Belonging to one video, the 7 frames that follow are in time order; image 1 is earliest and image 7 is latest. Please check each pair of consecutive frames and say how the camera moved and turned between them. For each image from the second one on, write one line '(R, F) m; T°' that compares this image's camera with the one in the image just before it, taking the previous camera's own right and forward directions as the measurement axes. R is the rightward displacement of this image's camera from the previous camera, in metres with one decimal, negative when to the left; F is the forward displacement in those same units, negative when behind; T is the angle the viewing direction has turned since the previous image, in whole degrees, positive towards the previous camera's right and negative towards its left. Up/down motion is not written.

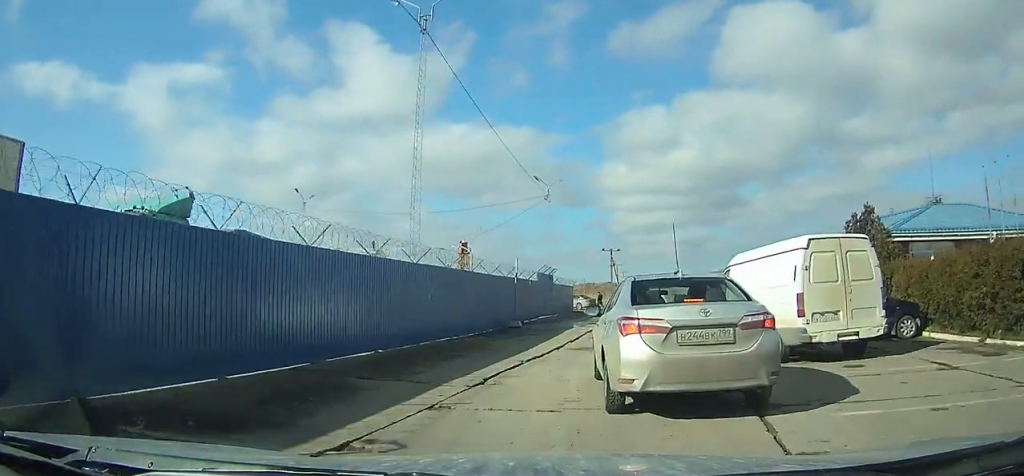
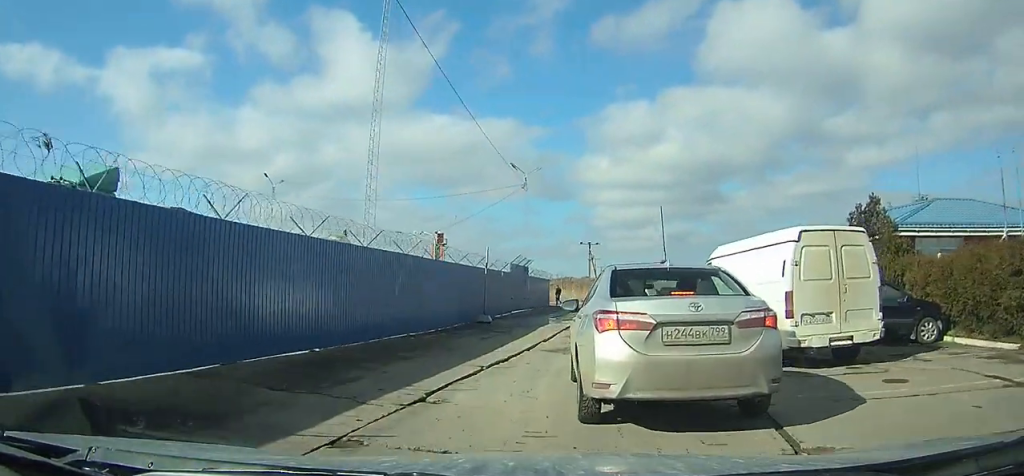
(0.0, +2.1) m; +1°
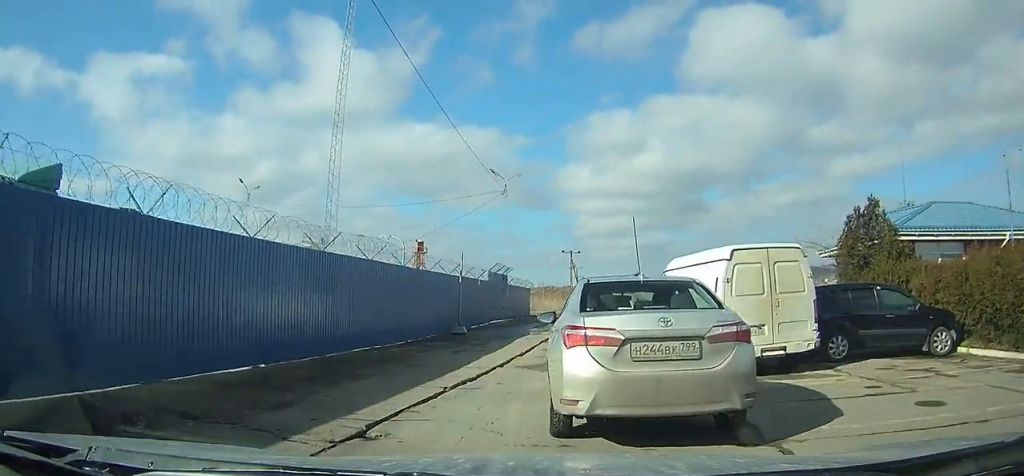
(0.0, +1.9) m; +2°
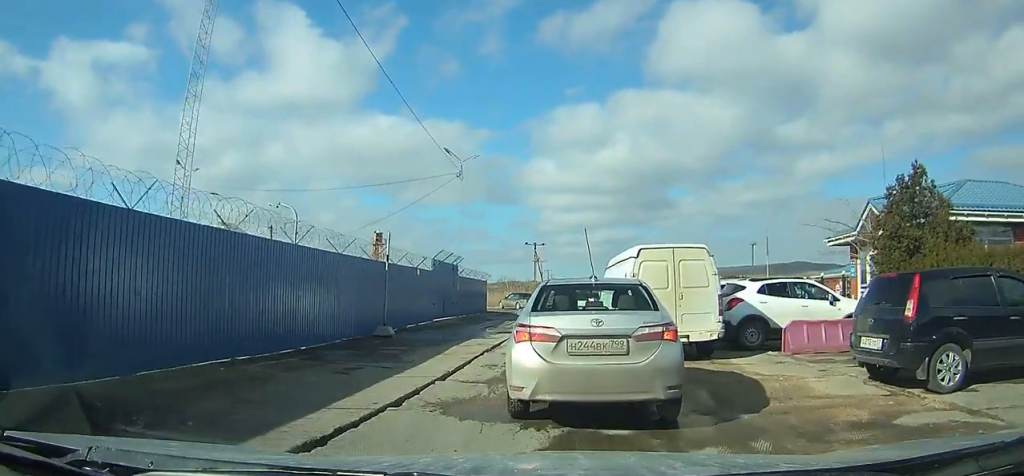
(+0.2, +4.9) m; +1°
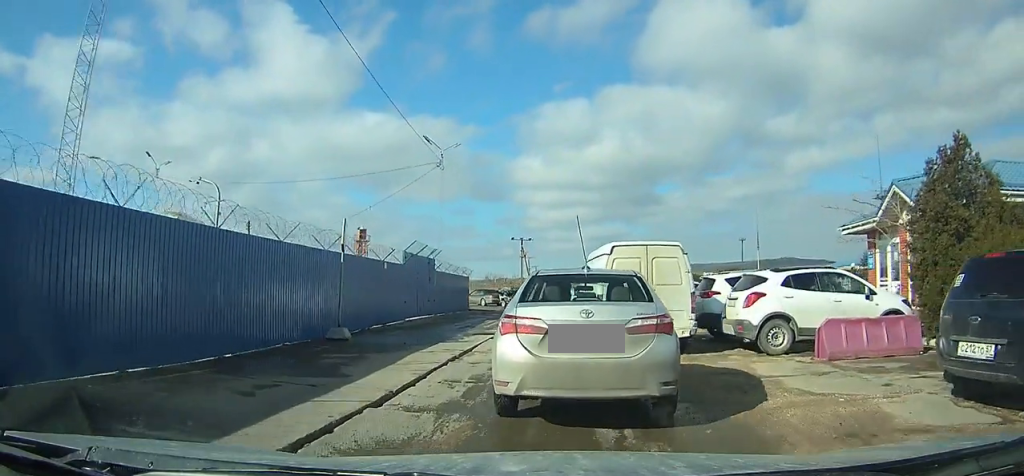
(0.0, +2.2) m; -2°
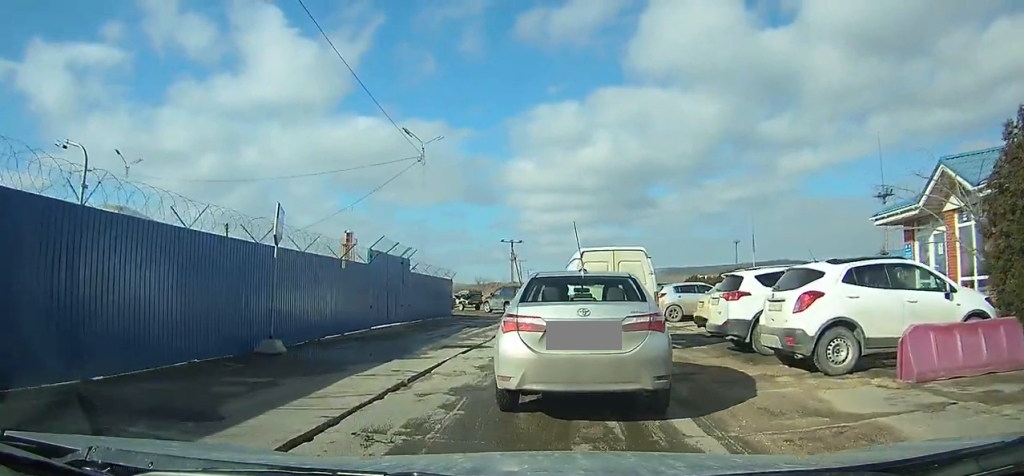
(-0.1, +2.8) m; +2°
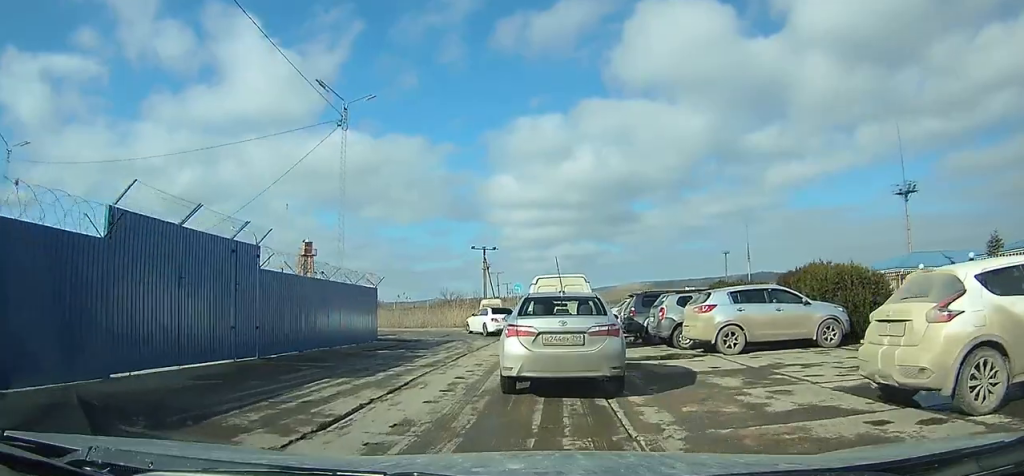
(+0.7, +9.5) m; +5°
